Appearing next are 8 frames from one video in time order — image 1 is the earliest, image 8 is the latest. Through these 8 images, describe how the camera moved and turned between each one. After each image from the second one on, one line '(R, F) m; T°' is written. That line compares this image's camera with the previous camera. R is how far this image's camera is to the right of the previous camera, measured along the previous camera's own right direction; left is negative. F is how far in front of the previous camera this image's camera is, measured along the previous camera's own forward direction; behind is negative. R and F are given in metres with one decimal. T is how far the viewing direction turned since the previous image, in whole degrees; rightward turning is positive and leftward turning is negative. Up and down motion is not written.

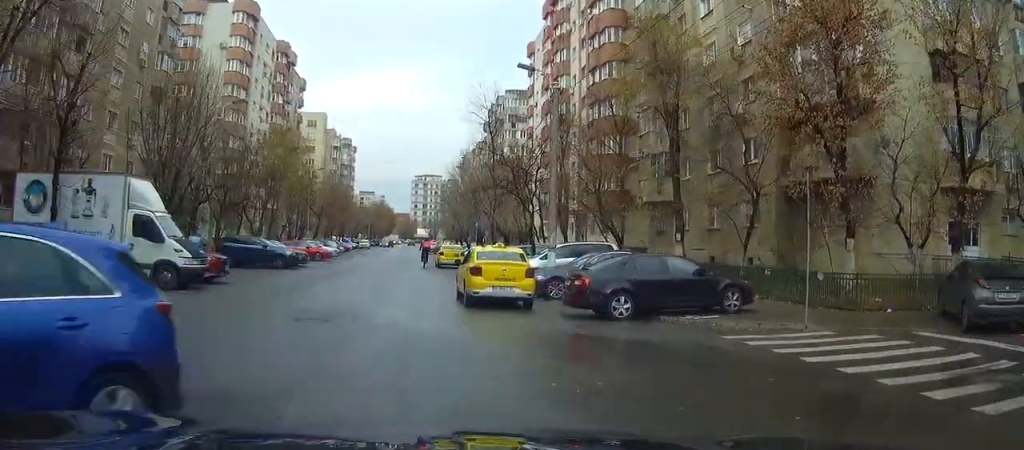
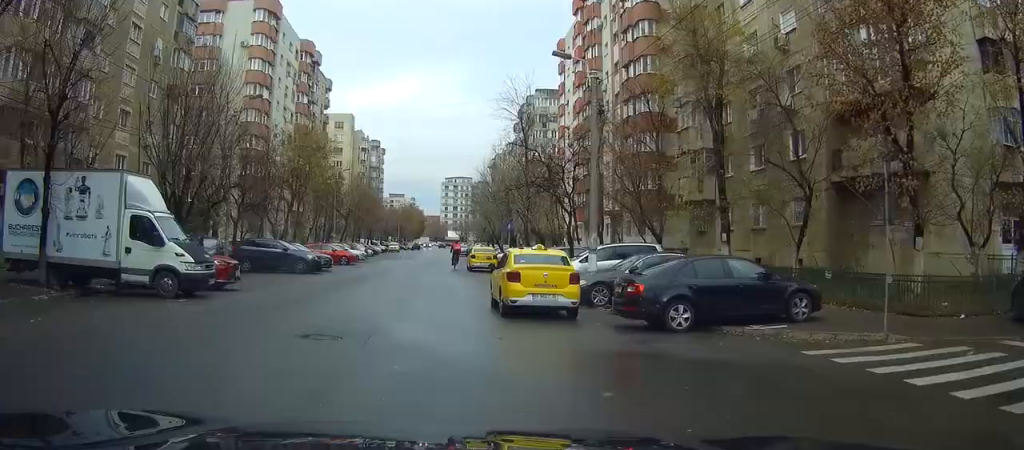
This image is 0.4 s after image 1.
(-0.1, +2.0) m; +1°
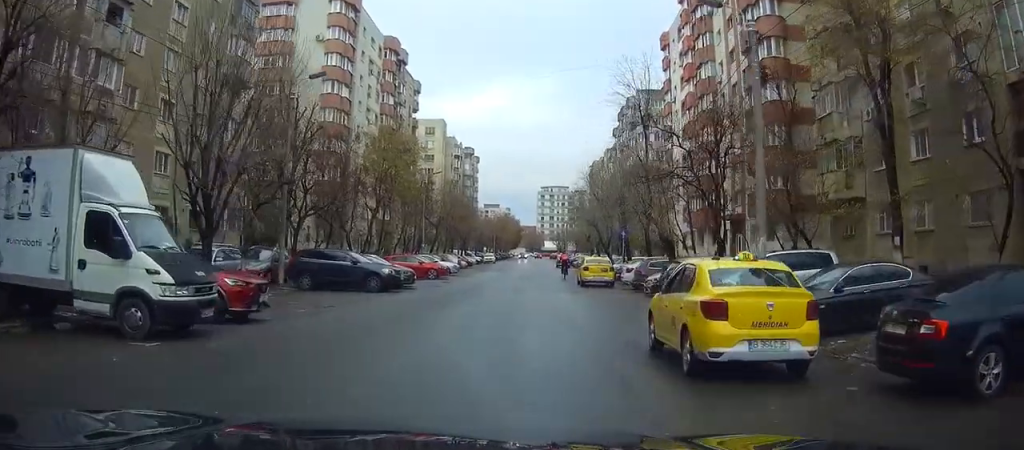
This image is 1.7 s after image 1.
(+0.2, +5.8) m; +5°
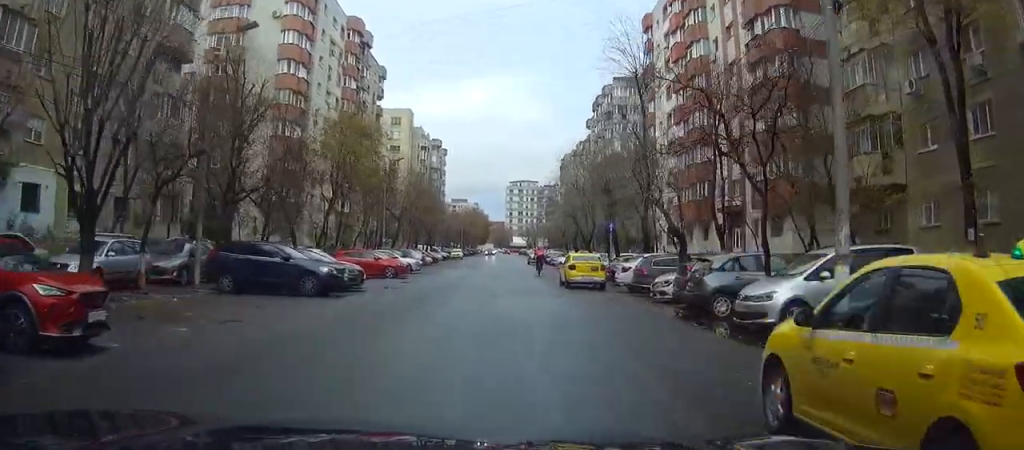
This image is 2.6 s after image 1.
(+0.1, +4.9) m; +3°
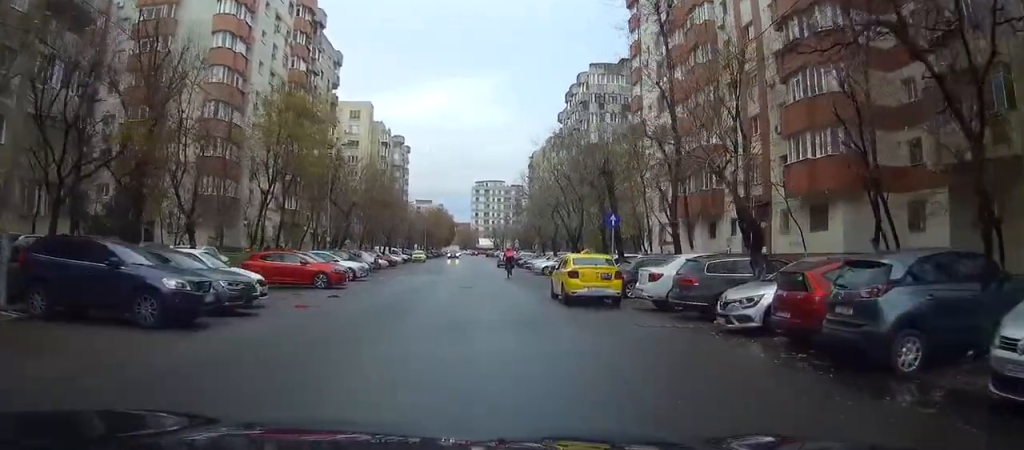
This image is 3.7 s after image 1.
(+0.2, +8.0) m; -1°
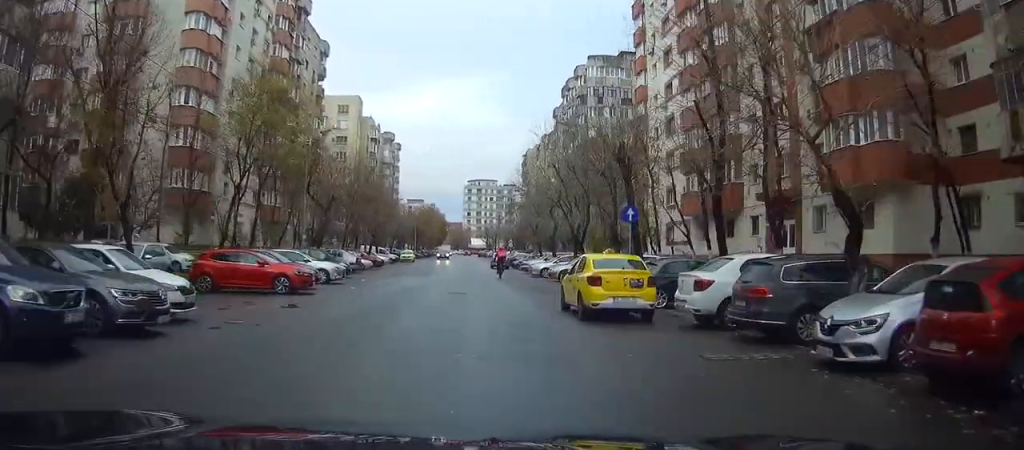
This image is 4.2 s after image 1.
(-0.1, +4.2) m; 0°
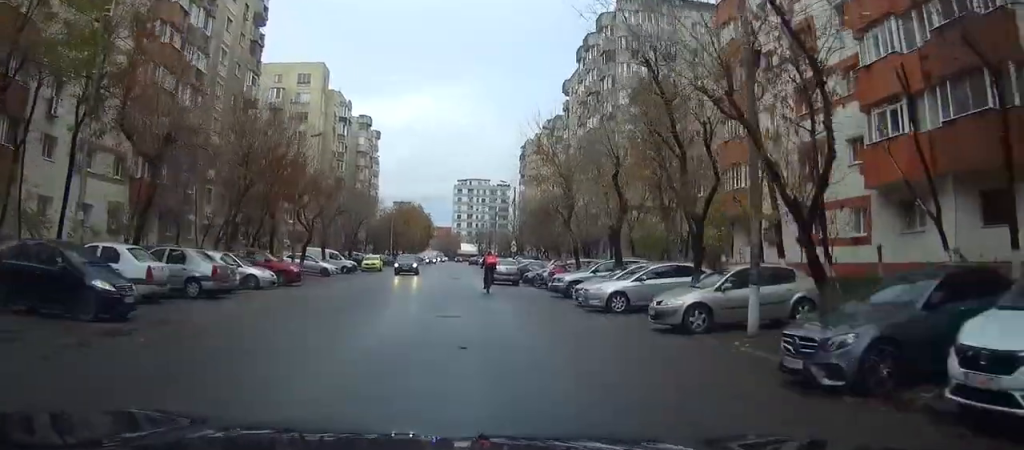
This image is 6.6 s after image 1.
(+0.5, +23.4) m; +2°
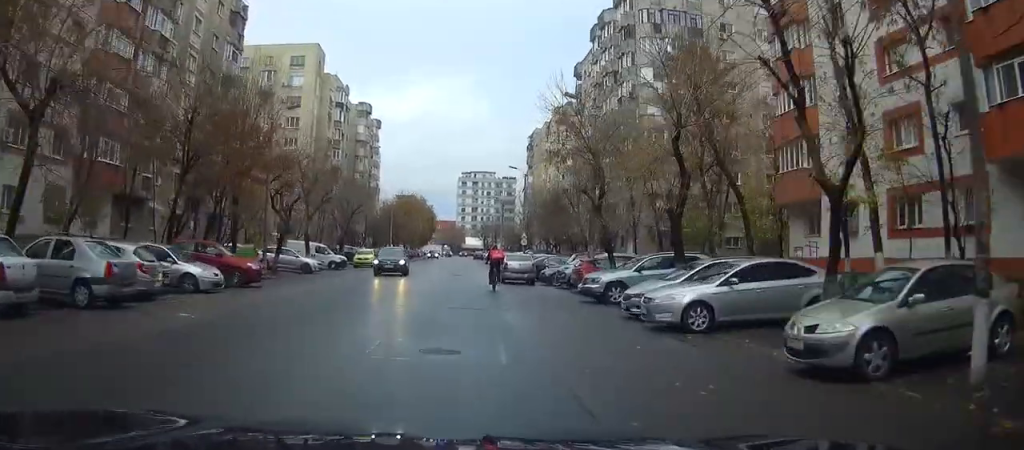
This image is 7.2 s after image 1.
(0.0, +7.0) m; 0°
